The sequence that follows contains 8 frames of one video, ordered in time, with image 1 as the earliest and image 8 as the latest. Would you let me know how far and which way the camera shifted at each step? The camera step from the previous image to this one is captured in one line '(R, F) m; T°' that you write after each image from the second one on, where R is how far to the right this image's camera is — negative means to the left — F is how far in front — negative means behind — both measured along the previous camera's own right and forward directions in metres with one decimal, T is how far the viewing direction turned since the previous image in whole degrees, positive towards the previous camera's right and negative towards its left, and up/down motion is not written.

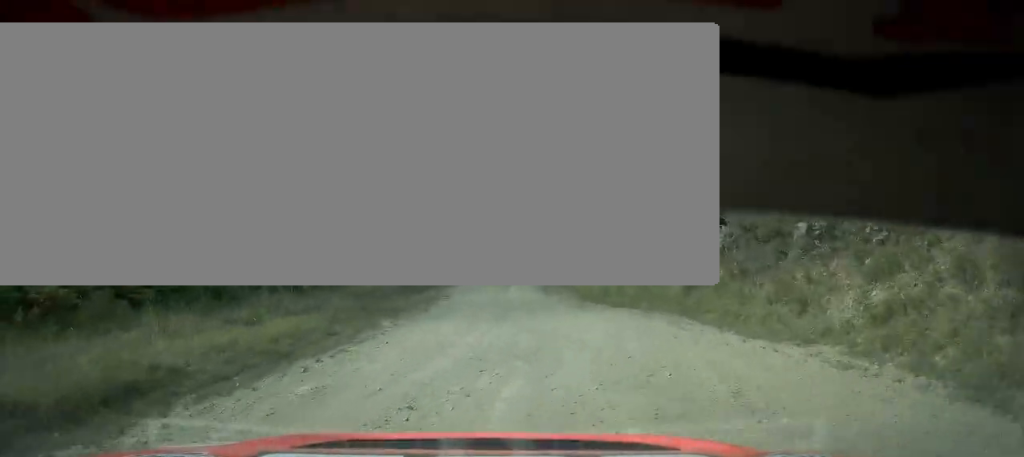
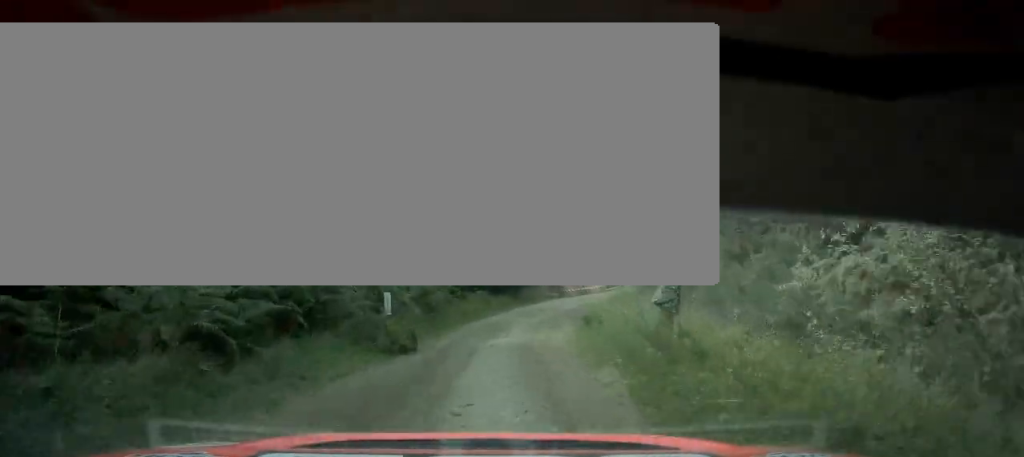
(-8.5, +26.6) m; -44°
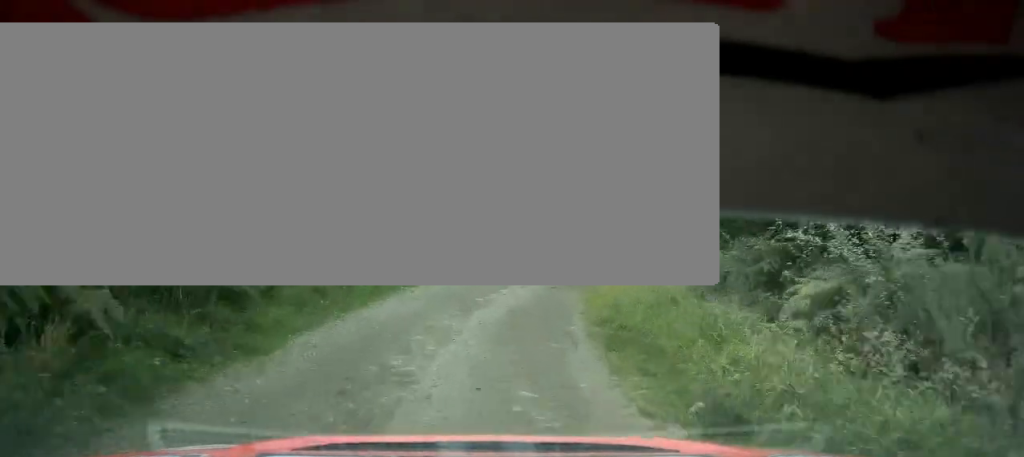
(-2.8, +9.5) m; -10°
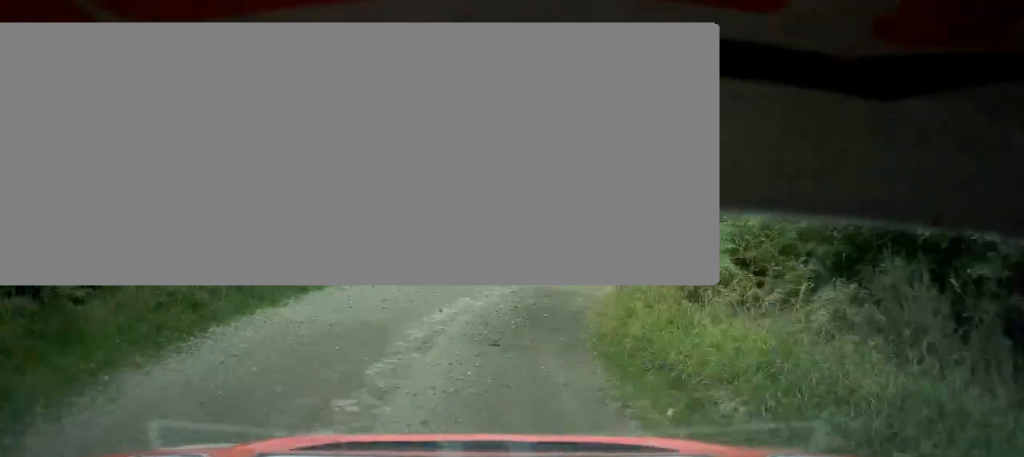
(-0.1, +7.4) m; -2°
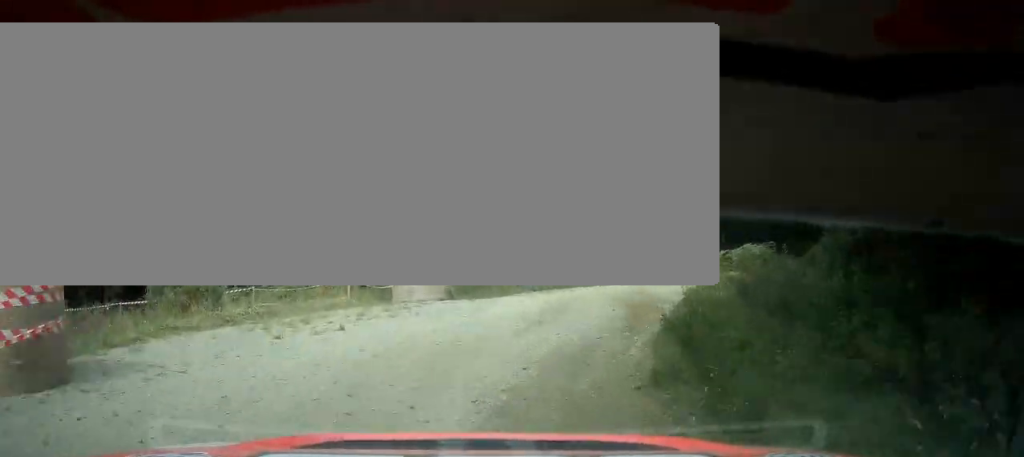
(0.0, +13.0) m; -14°
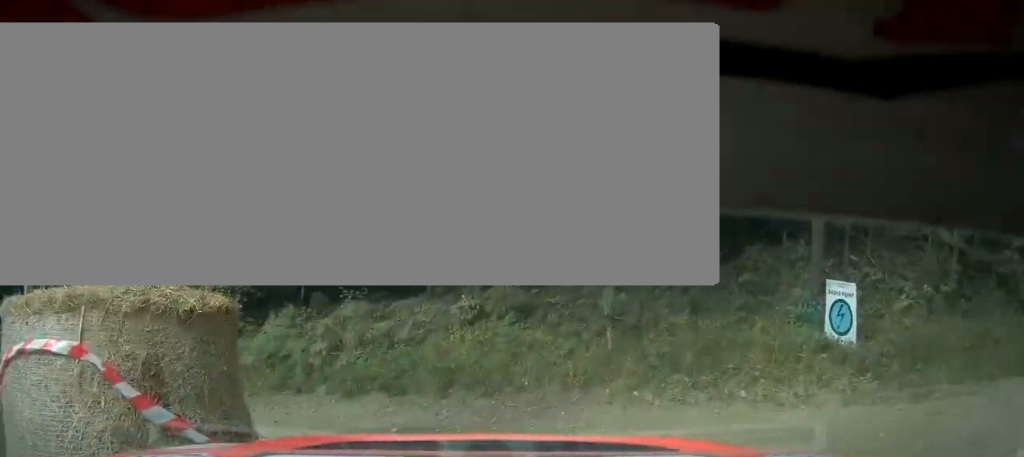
(-6.4, +16.4) m; -36°
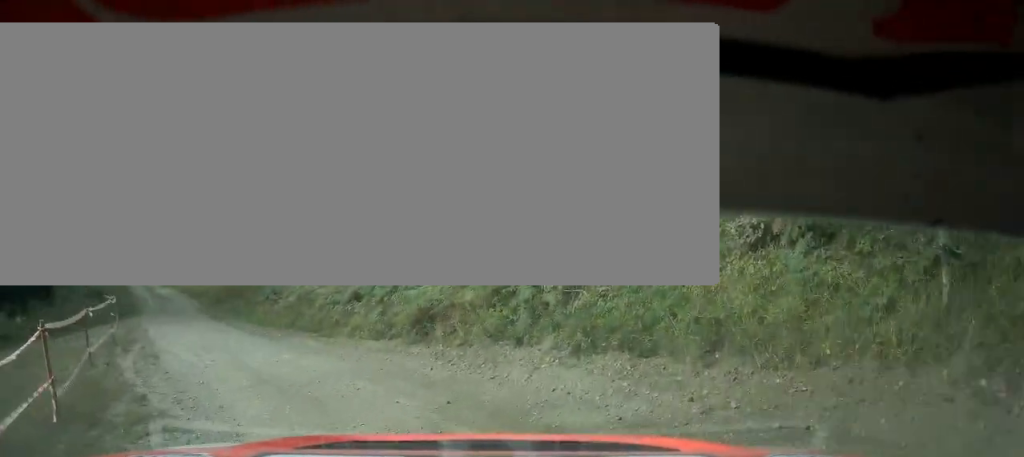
(-0.8, +7.0) m; -1°
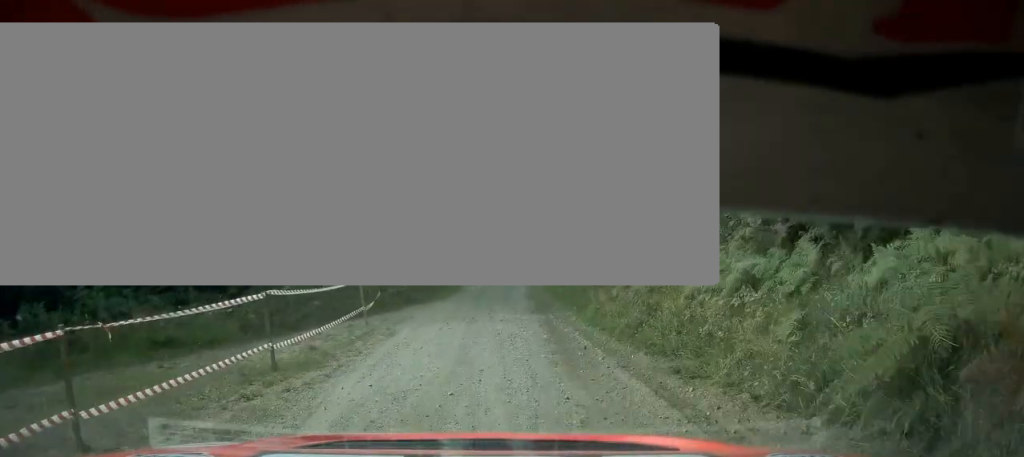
(+0.2, +15.5) m; +3°
